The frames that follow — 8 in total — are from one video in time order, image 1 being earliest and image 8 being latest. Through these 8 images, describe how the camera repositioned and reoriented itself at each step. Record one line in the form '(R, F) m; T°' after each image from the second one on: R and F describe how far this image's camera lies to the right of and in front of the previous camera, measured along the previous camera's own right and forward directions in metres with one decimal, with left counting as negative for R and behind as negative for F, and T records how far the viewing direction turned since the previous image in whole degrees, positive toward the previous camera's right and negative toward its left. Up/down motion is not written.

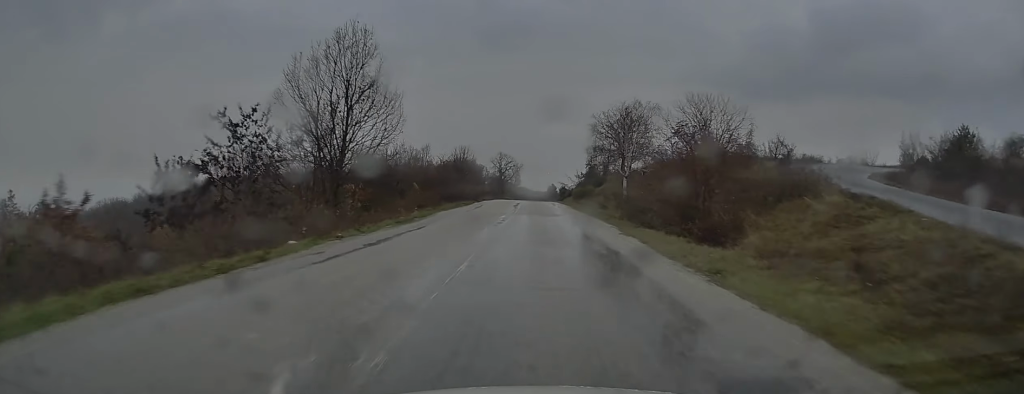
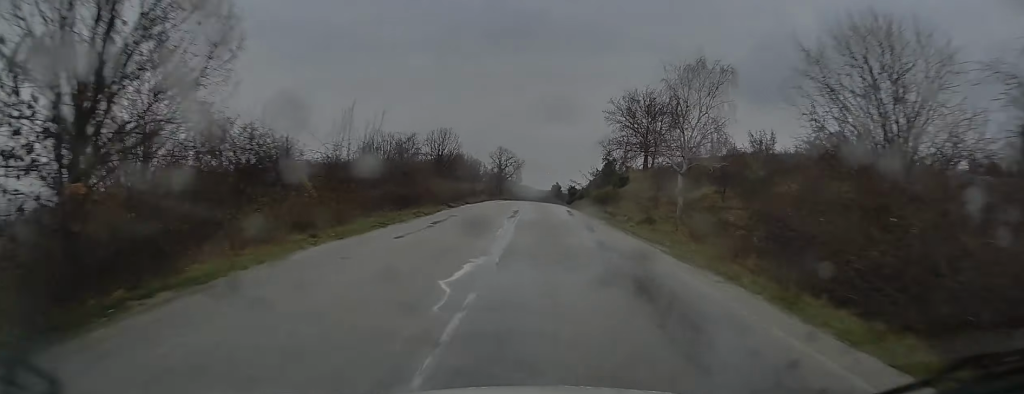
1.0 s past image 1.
(+0.1, +16.8) m; +1°
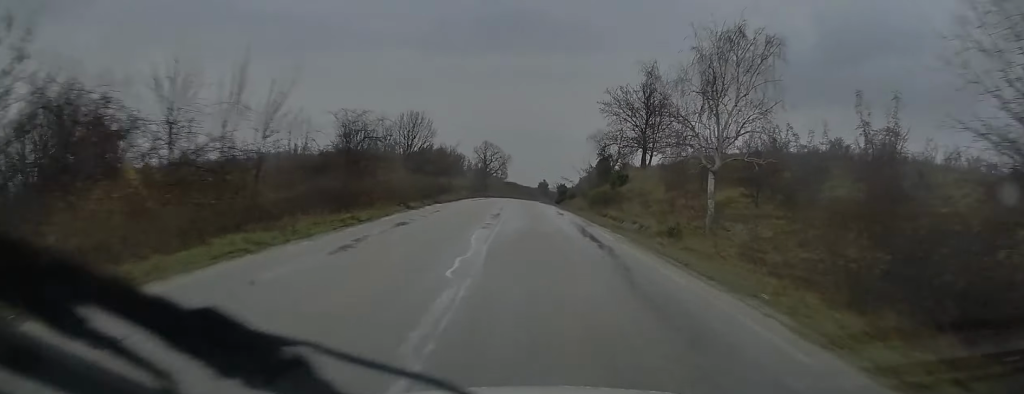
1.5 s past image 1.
(0.0, +7.4) m; 0°
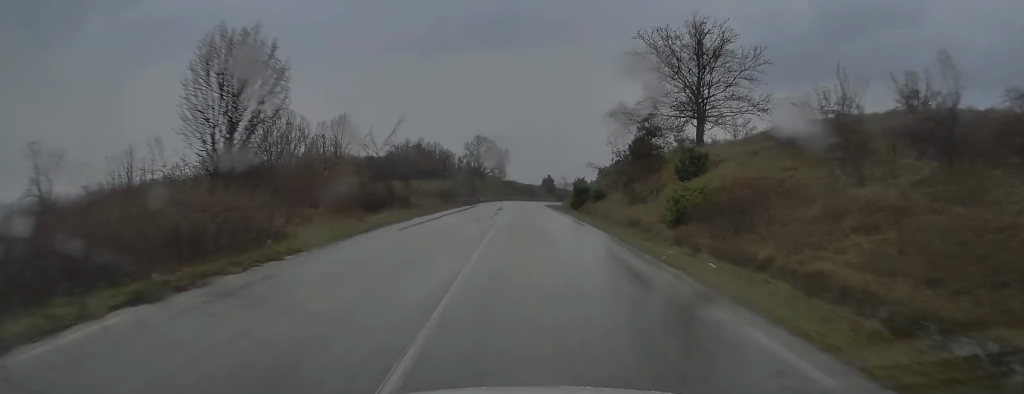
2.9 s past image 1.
(-0.4, +24.5) m; -2°
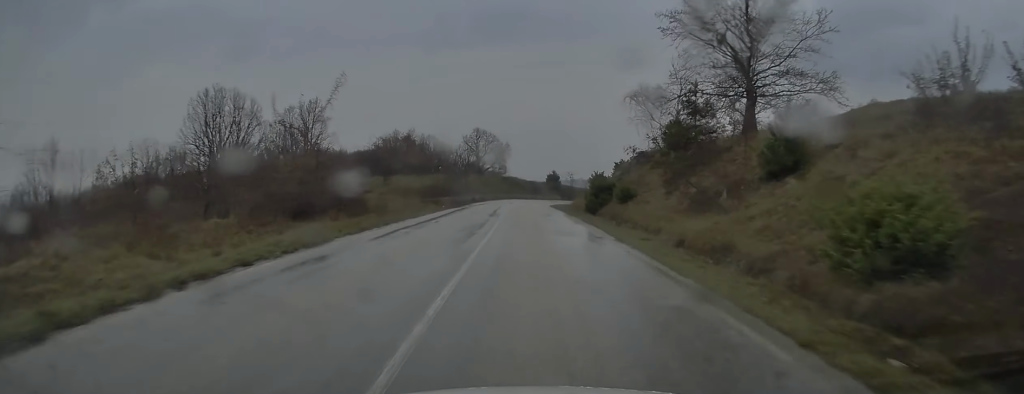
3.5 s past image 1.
(-0.1, +11.1) m; -1°
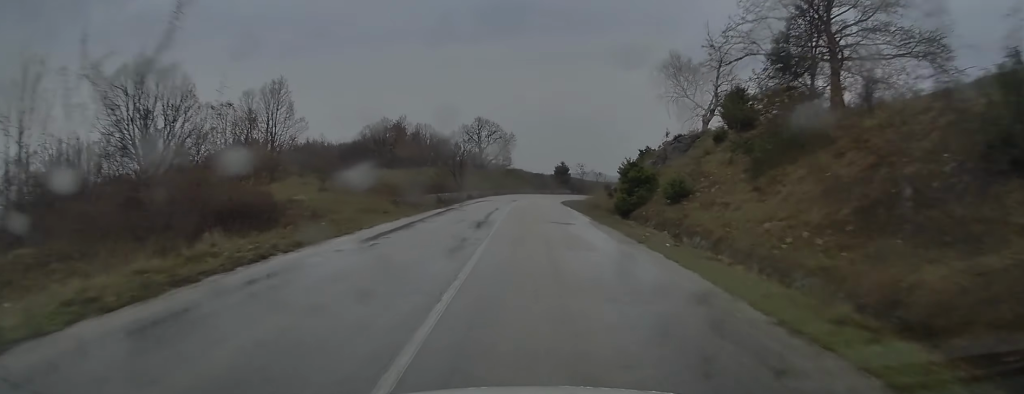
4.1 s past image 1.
(0.0, +10.6) m; 0°
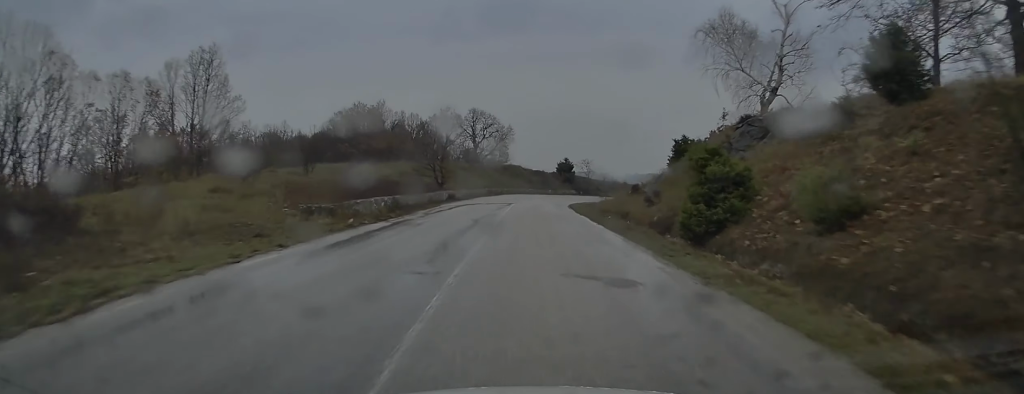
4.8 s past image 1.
(0.0, +12.5) m; 0°
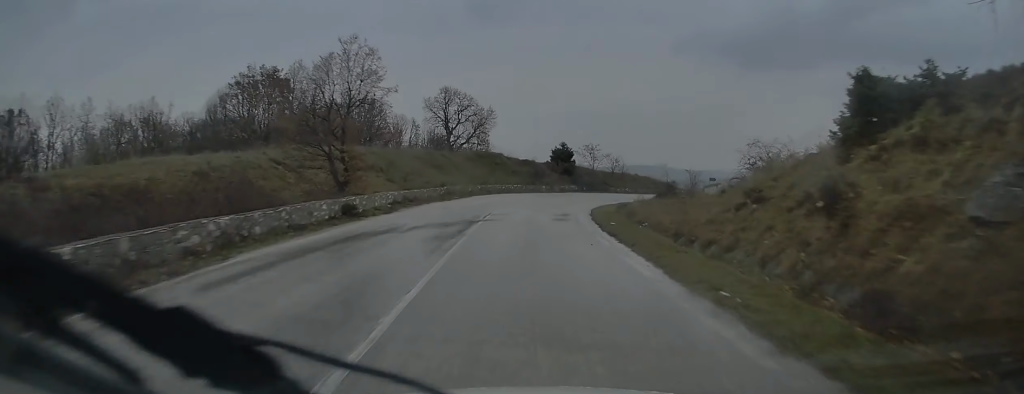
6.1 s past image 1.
(-0.2, +23.3) m; +1°
